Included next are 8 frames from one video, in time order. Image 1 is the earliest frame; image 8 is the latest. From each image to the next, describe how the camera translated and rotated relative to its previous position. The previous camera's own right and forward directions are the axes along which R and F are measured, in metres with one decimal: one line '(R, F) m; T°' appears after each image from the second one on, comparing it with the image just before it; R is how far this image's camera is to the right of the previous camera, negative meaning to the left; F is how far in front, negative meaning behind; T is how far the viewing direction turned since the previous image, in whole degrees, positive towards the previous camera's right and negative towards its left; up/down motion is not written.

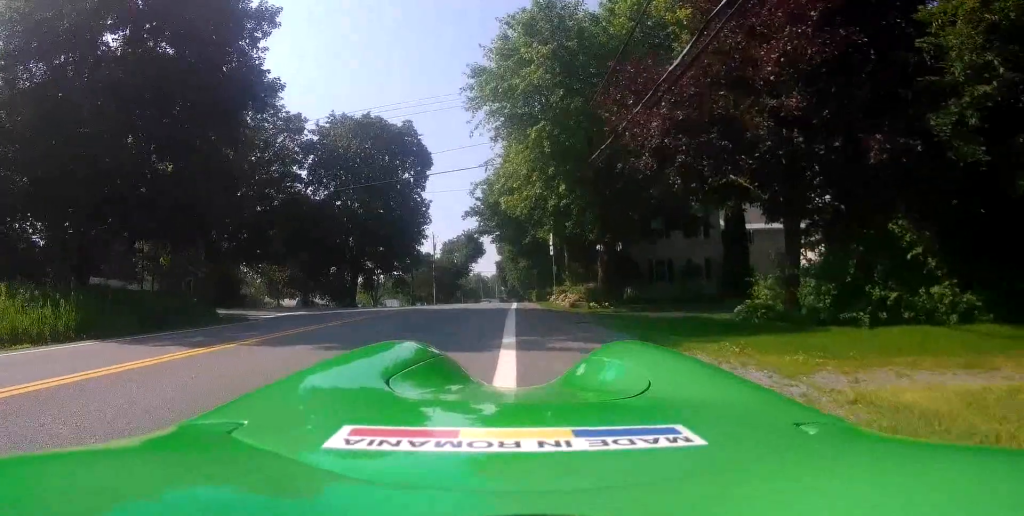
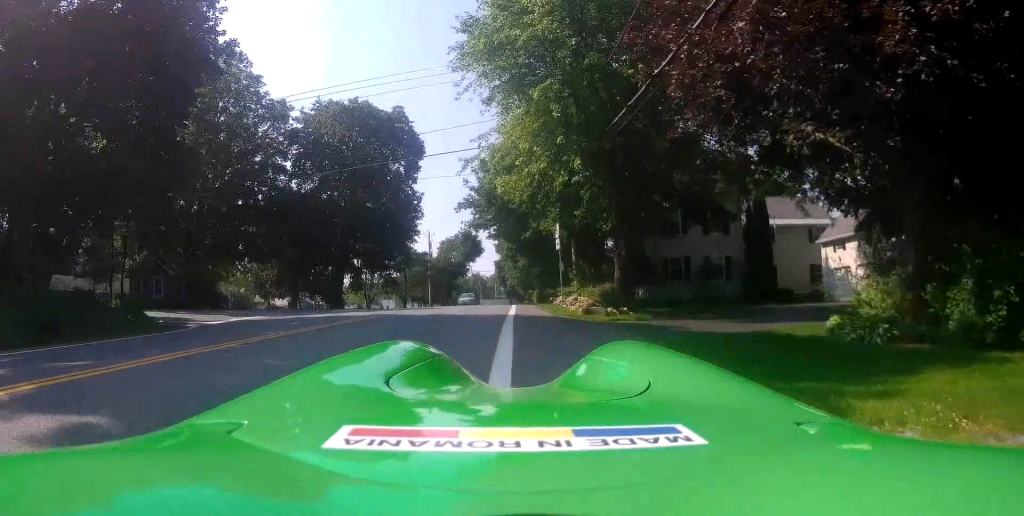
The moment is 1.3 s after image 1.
(+0.6, +4.1) m; +6°
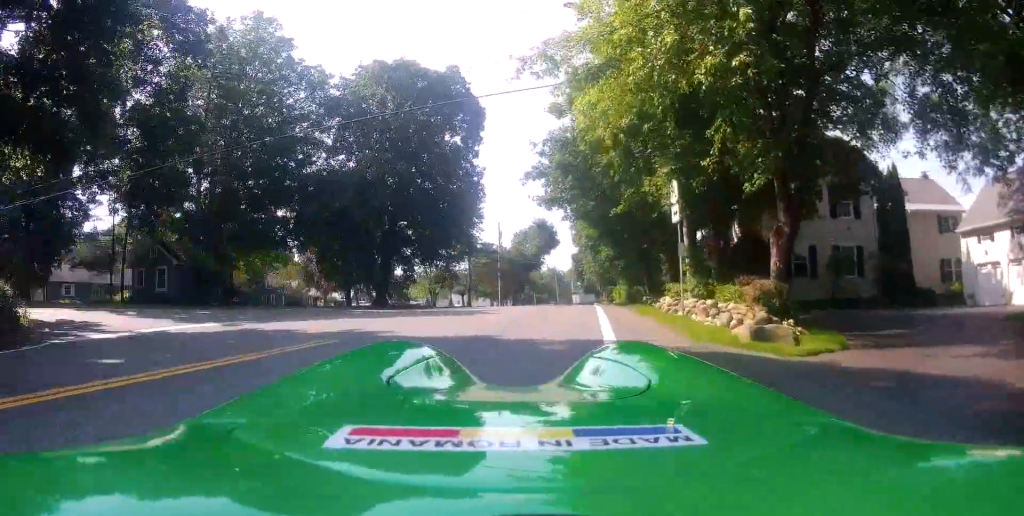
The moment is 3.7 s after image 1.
(-1.5, +7.5) m; -18°
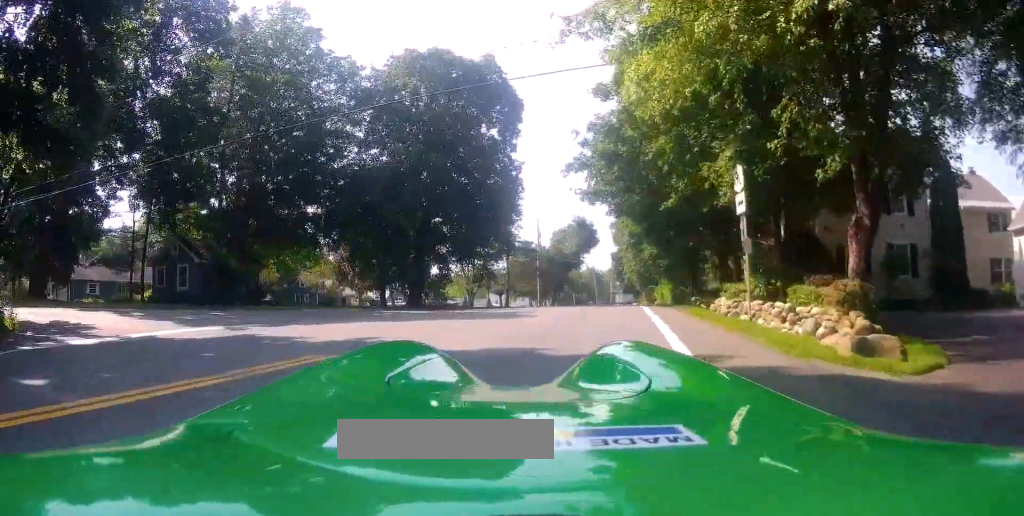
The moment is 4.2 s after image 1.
(+0.1, +1.5) m; -5°
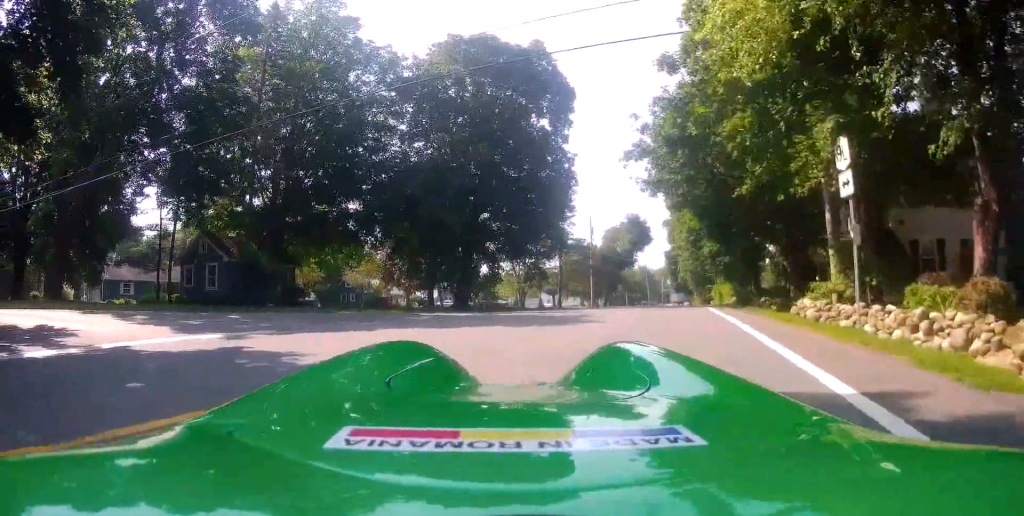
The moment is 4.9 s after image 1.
(-0.2, +1.8) m; -6°
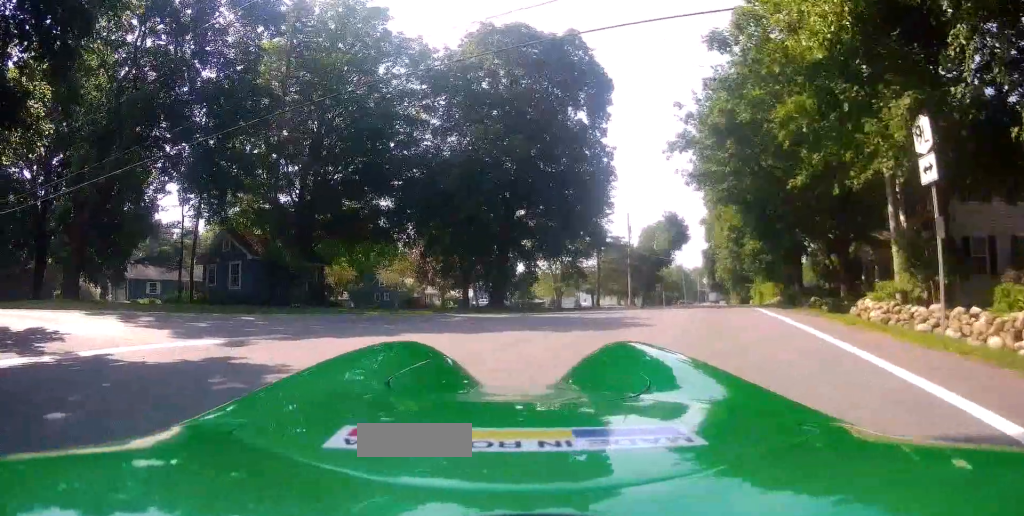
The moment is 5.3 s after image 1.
(-0.1, +1.0) m; -4°
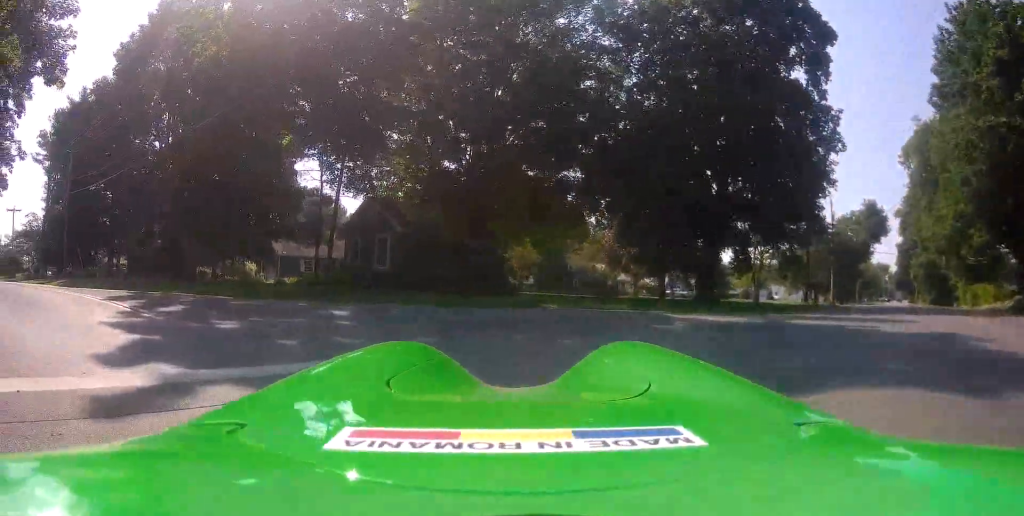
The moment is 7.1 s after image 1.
(+0.7, +5.6) m; -13°
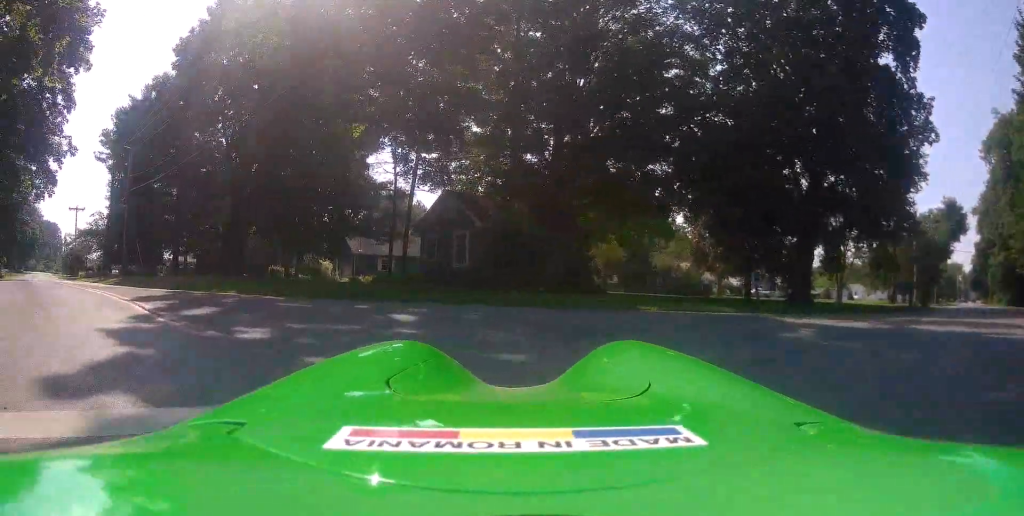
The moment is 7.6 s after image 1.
(0.0, +2.1) m; -16°
